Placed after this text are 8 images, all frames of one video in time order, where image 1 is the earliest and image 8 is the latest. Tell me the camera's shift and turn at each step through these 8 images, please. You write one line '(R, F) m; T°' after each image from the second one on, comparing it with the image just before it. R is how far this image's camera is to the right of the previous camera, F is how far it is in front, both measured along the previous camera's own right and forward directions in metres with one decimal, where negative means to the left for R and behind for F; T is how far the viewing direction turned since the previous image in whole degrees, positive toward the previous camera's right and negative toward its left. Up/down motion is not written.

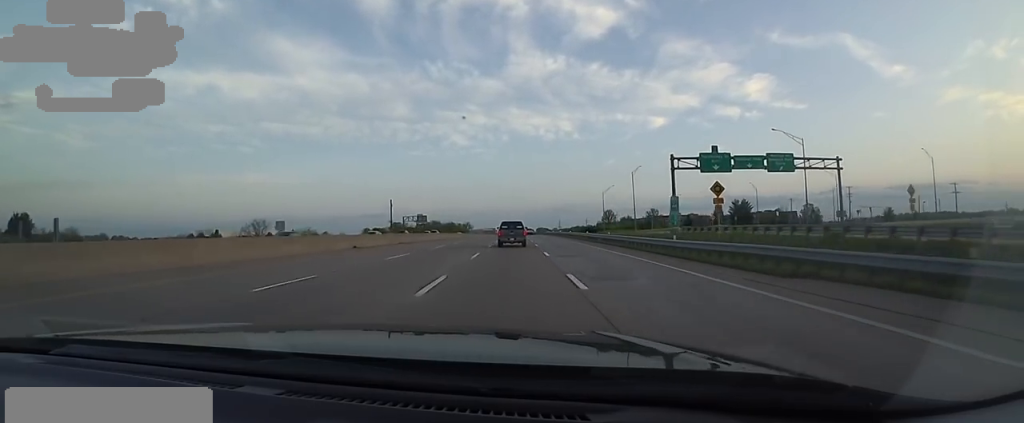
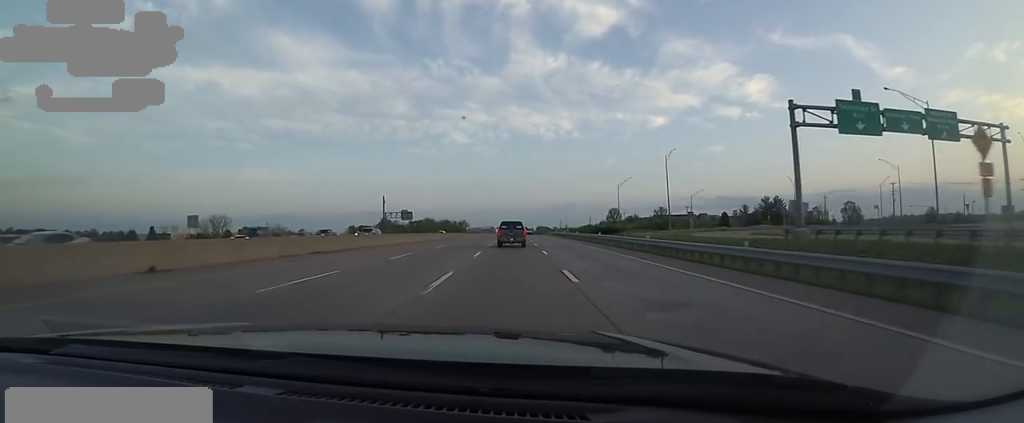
(+0.3, +22.4) m; +2°
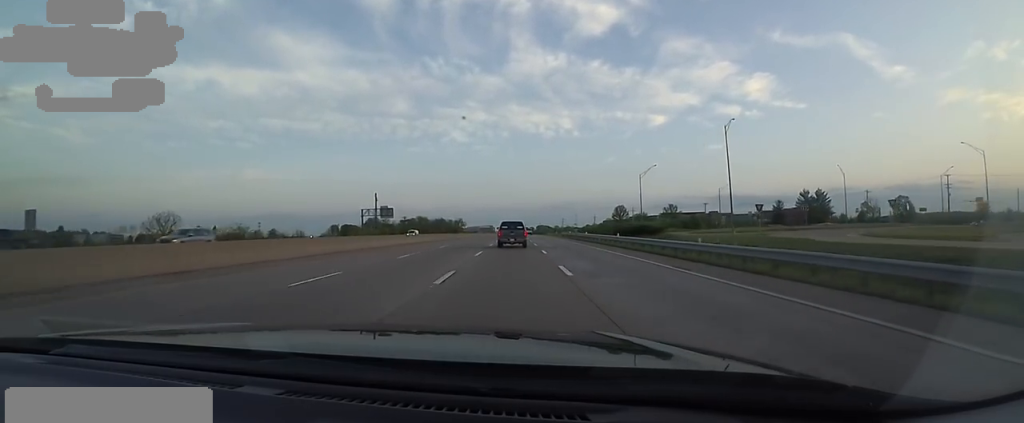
(+0.3, +22.6) m; 0°
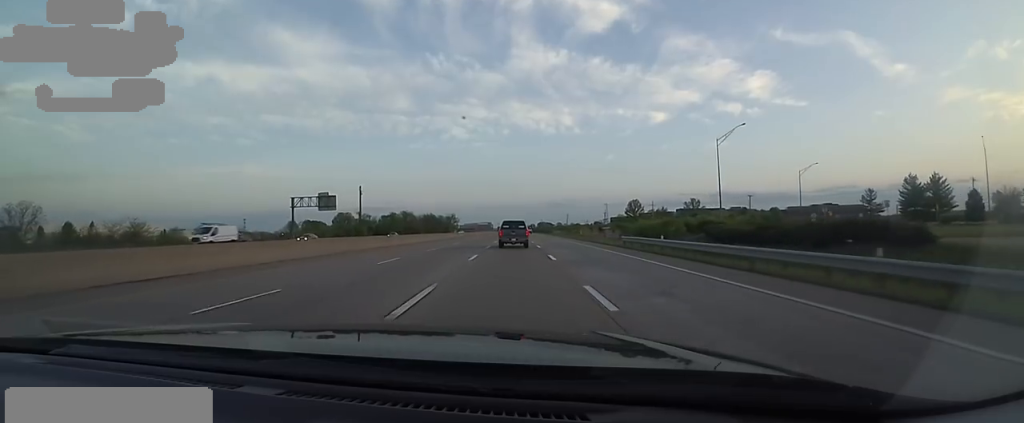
(-0.6, +40.6) m; -2°
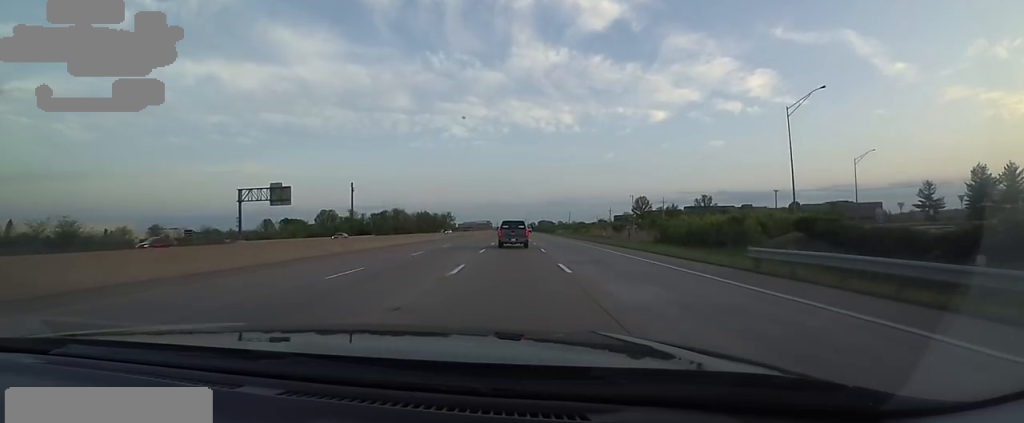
(0.0, +17.7) m; +1°
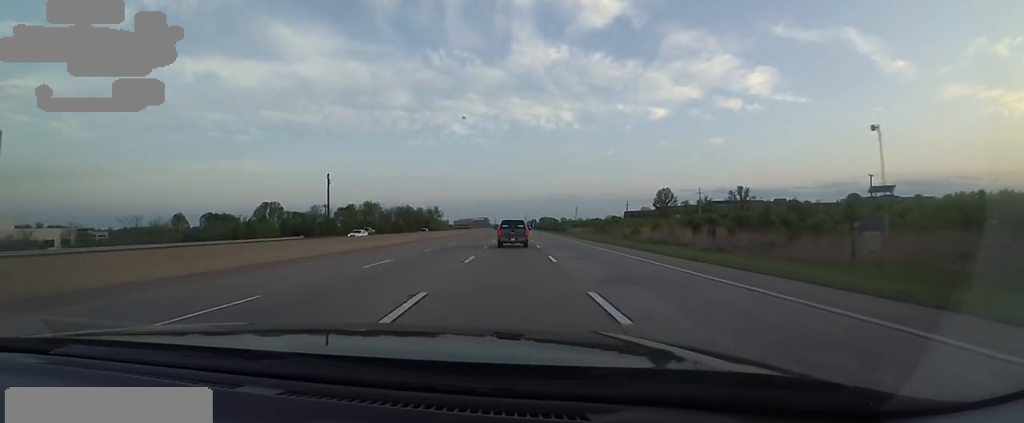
(+1.1, +43.8) m; -1°
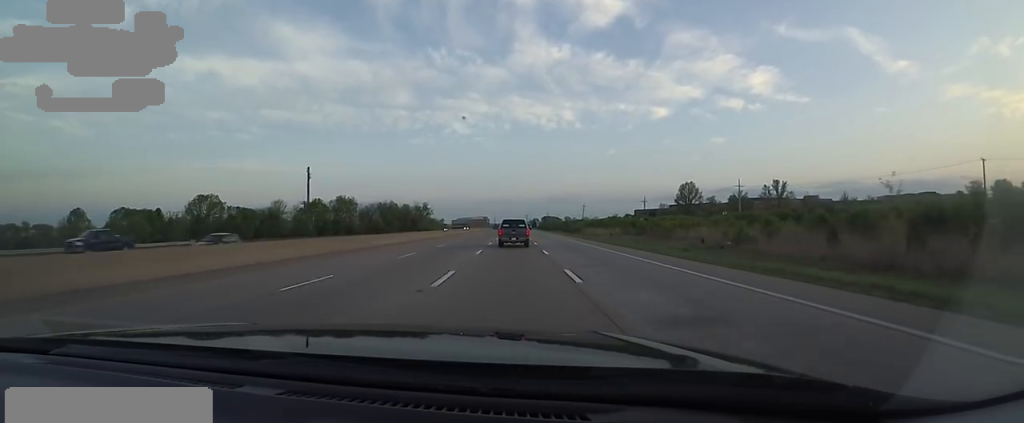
(-1.7, +30.8) m; -1°
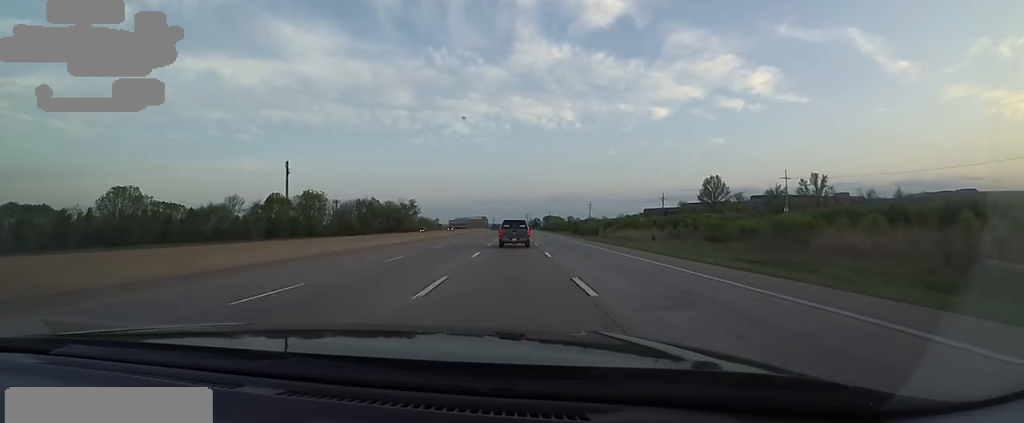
(+1.0, +26.9) m; +3°
